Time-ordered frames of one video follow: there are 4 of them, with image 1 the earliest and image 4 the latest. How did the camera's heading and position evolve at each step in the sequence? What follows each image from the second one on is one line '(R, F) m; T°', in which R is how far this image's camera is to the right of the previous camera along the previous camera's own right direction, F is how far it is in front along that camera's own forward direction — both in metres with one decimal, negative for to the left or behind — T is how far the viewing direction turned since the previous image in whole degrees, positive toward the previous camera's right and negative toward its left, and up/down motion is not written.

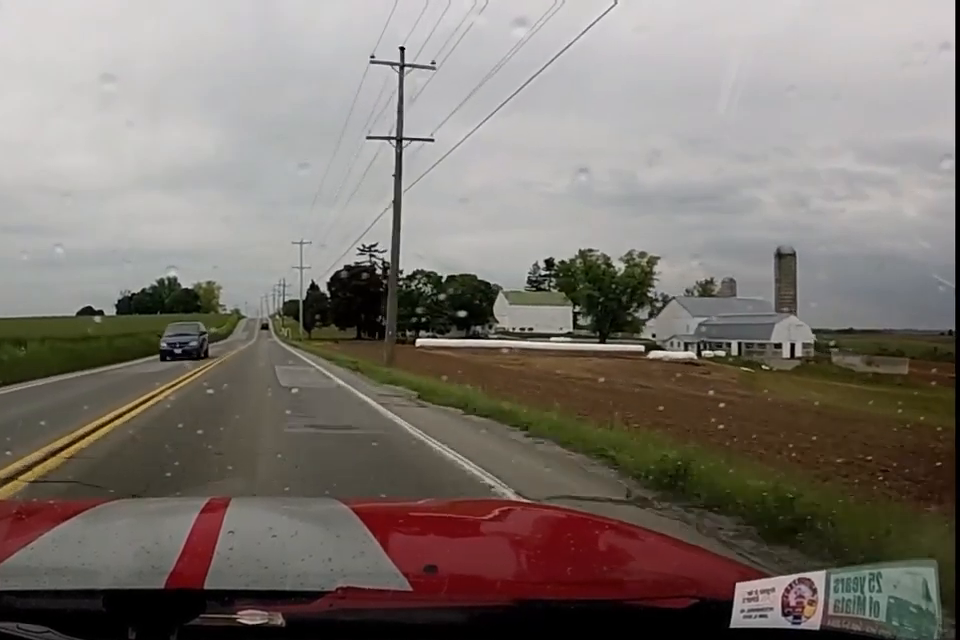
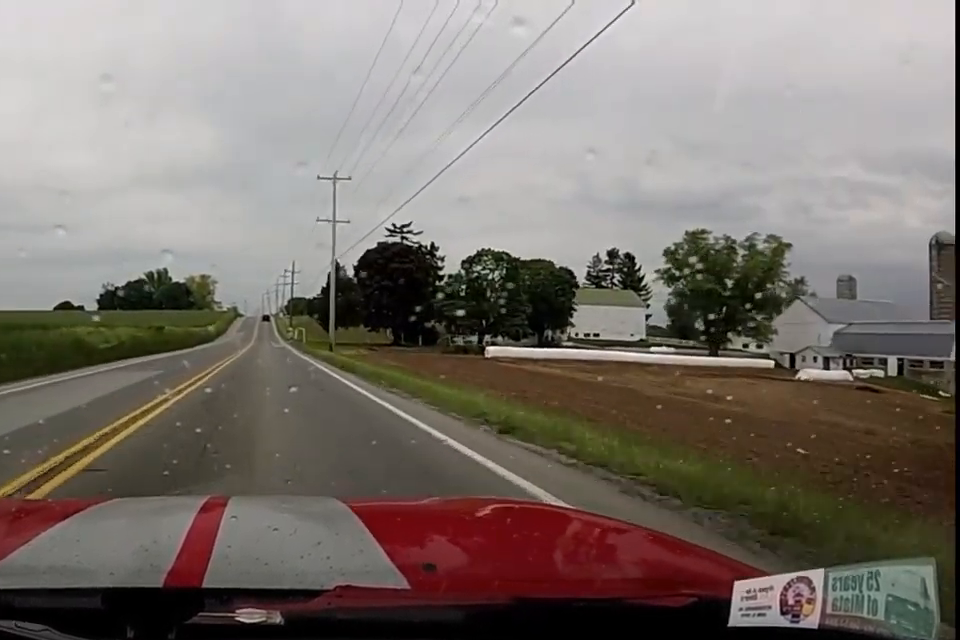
(+0.6, +32.8) m; +2°
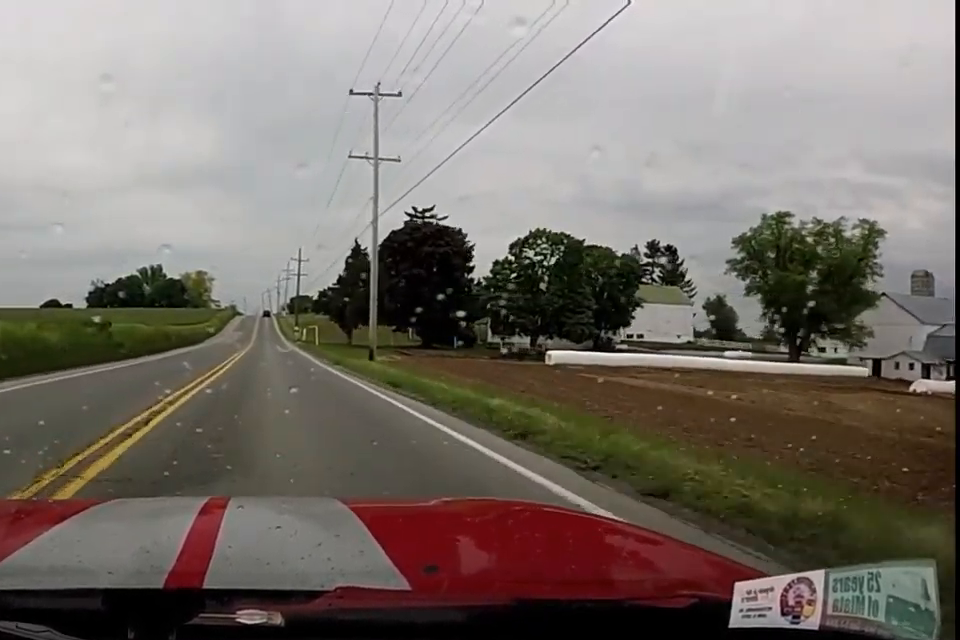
(+0.3, +15.8) m; 0°
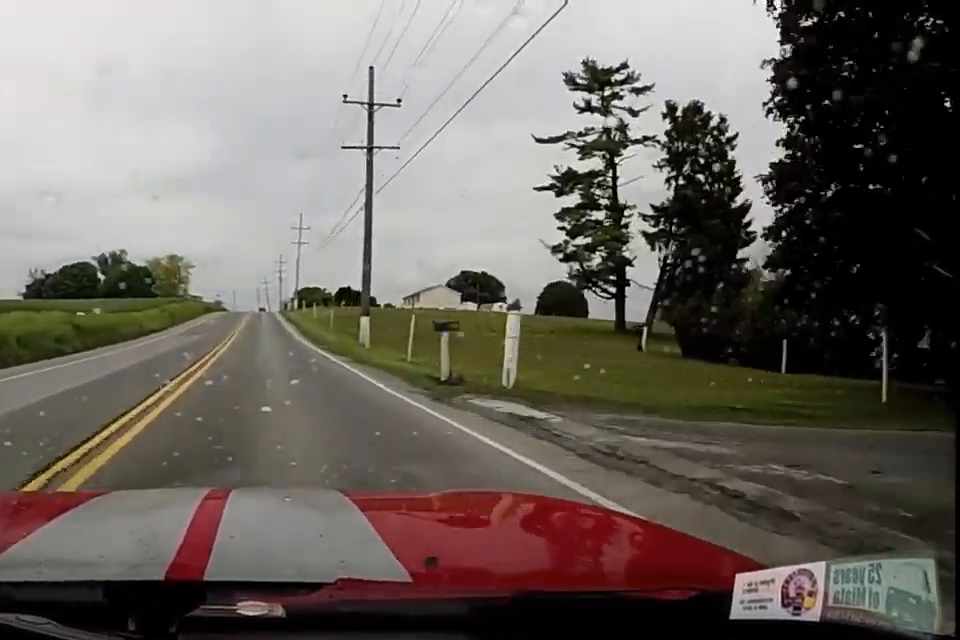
(-2.1, +57.8) m; -3°
